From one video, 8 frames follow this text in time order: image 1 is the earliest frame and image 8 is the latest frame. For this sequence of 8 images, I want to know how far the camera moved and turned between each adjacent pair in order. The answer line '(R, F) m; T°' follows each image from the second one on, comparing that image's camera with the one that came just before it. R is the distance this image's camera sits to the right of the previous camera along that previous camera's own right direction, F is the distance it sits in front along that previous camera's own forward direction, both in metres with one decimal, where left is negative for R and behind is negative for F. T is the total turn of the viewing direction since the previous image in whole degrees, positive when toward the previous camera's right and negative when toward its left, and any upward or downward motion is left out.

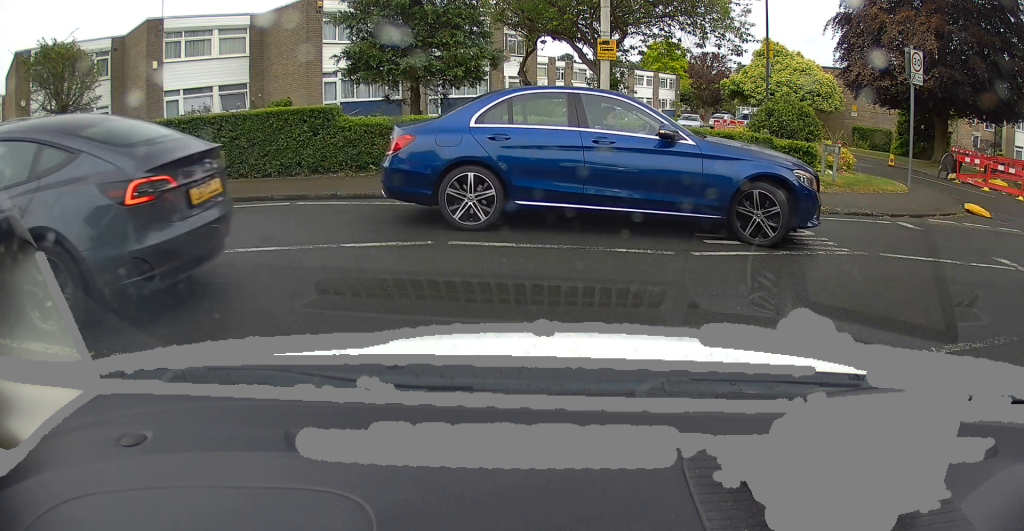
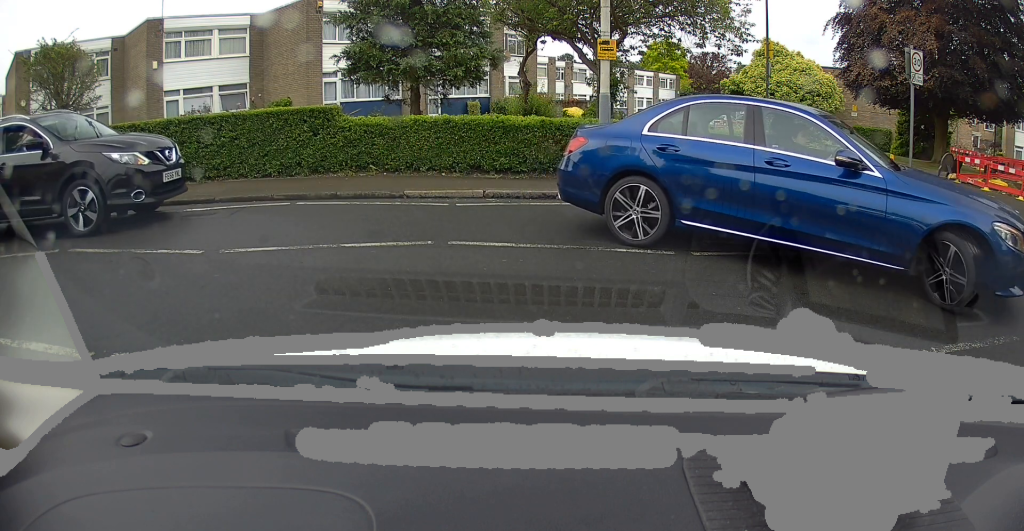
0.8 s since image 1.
(0.0, 0.0) m; 0°
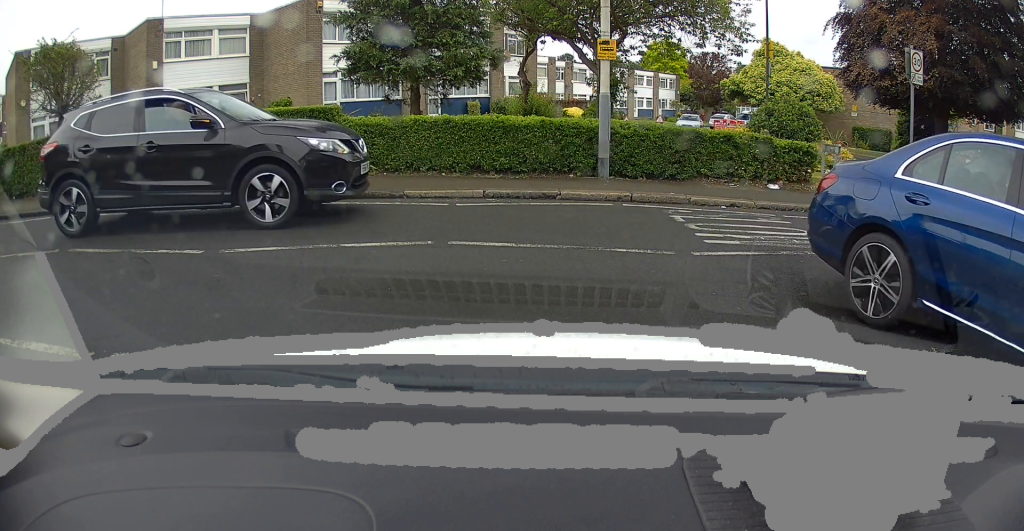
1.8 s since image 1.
(0.0, 0.0) m; 0°
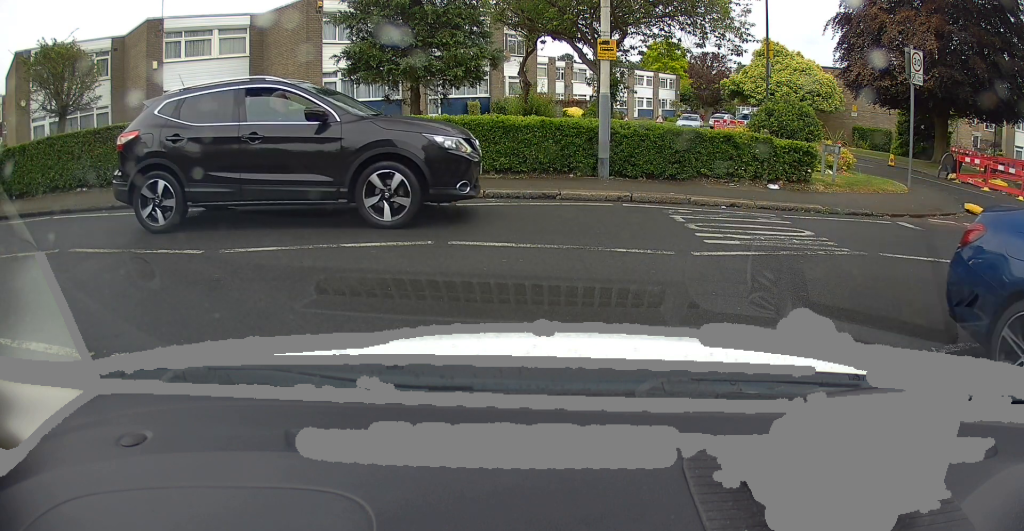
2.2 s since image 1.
(0.0, 0.0) m; 0°
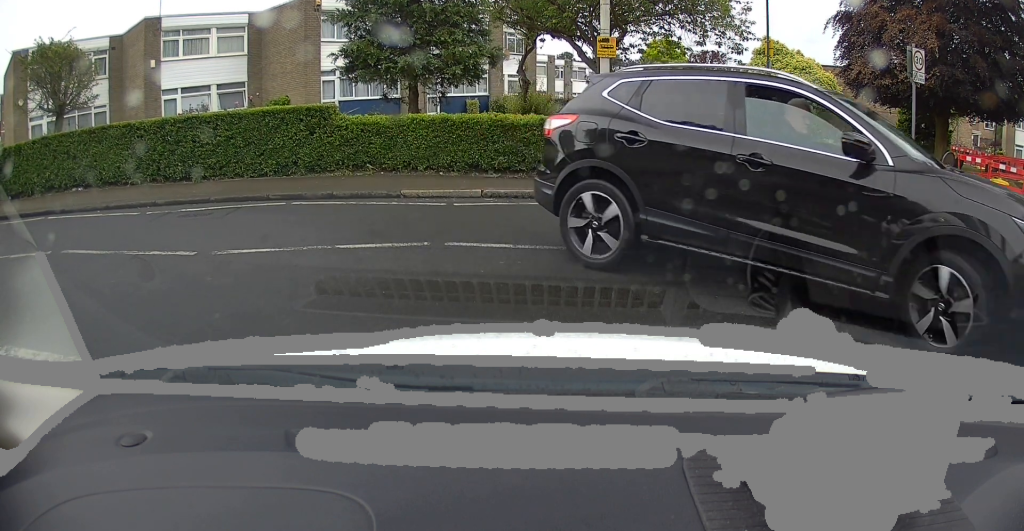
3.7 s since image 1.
(0.0, 0.0) m; 0°
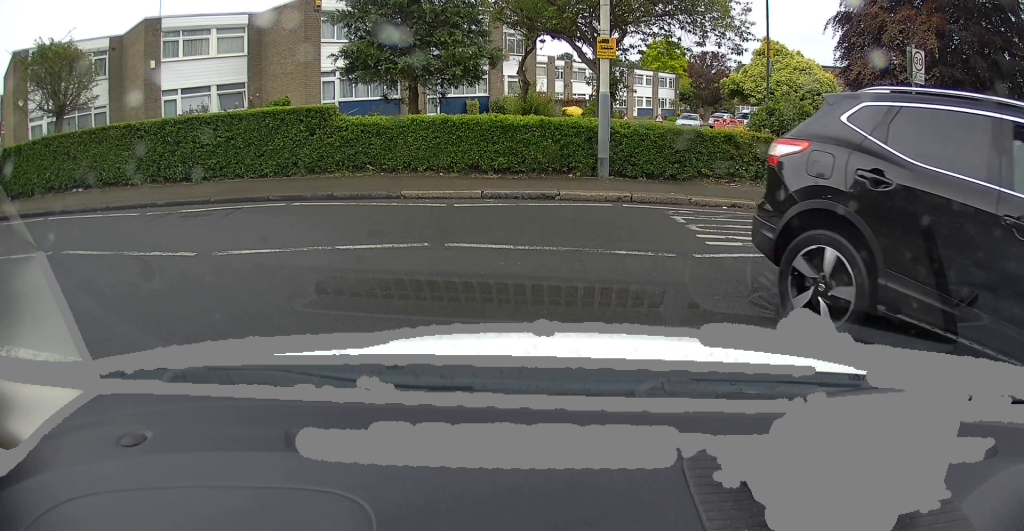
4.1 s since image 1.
(0.0, 0.0) m; 0°
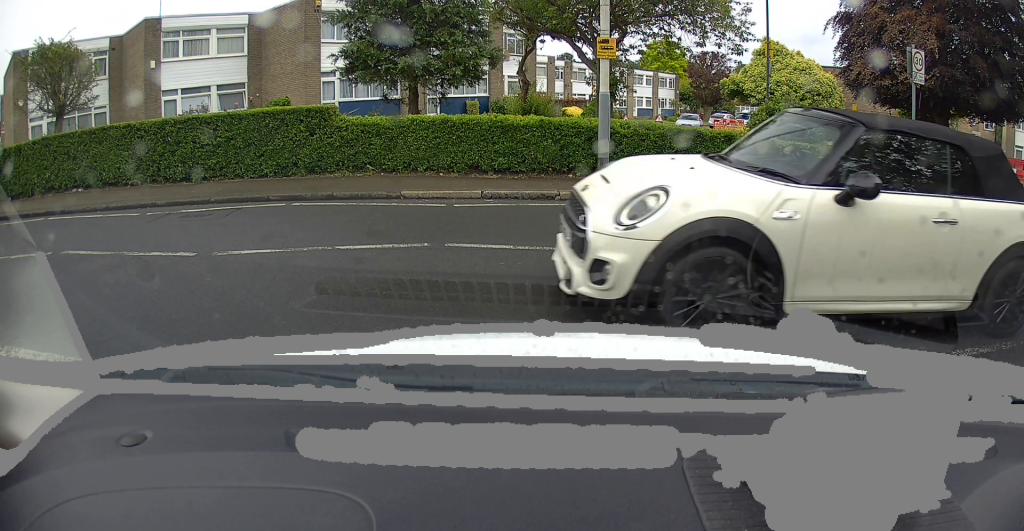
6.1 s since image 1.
(0.0, 0.0) m; 0°
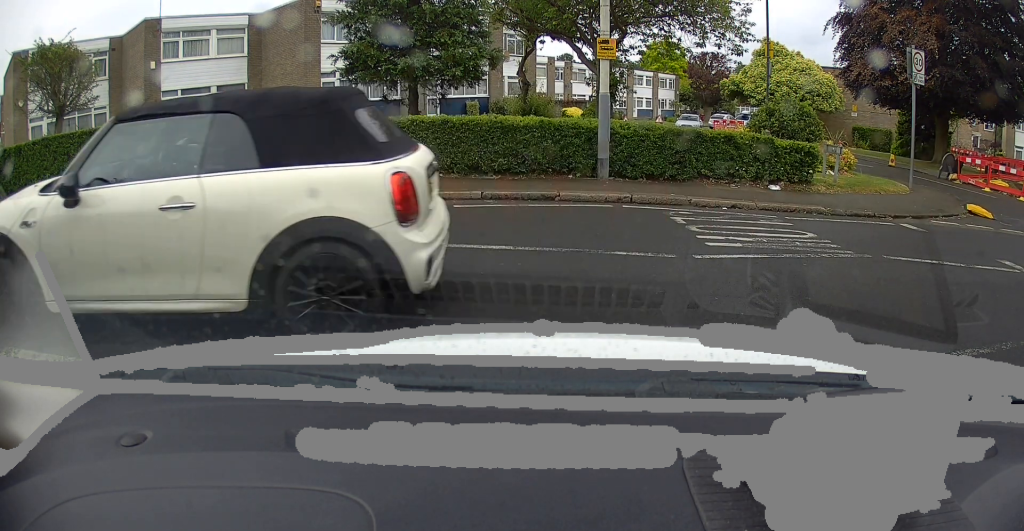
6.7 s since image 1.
(0.0, 0.0) m; 0°
